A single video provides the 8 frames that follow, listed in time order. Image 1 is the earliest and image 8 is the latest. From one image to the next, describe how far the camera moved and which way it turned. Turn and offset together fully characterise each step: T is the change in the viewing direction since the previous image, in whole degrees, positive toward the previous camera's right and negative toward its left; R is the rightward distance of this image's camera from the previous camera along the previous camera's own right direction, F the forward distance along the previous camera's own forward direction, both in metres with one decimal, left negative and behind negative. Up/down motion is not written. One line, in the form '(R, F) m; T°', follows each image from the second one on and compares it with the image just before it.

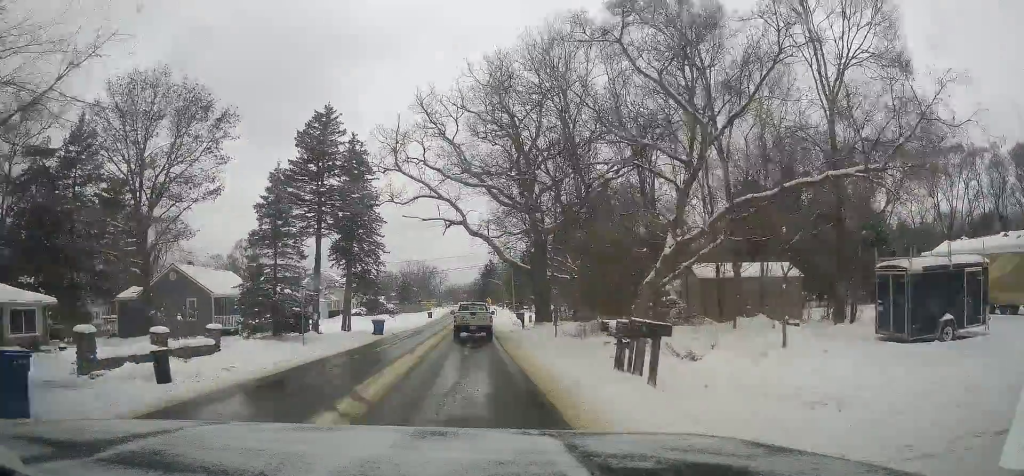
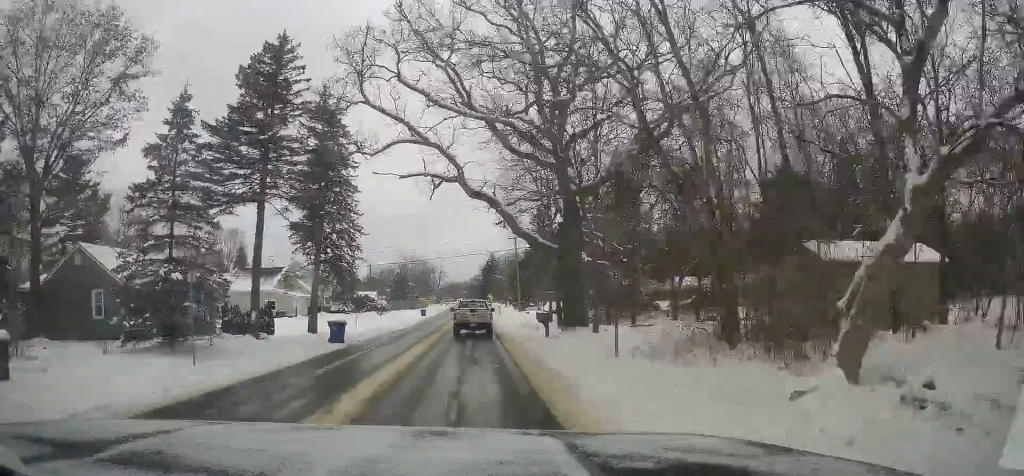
(0.0, +12.2) m; 0°
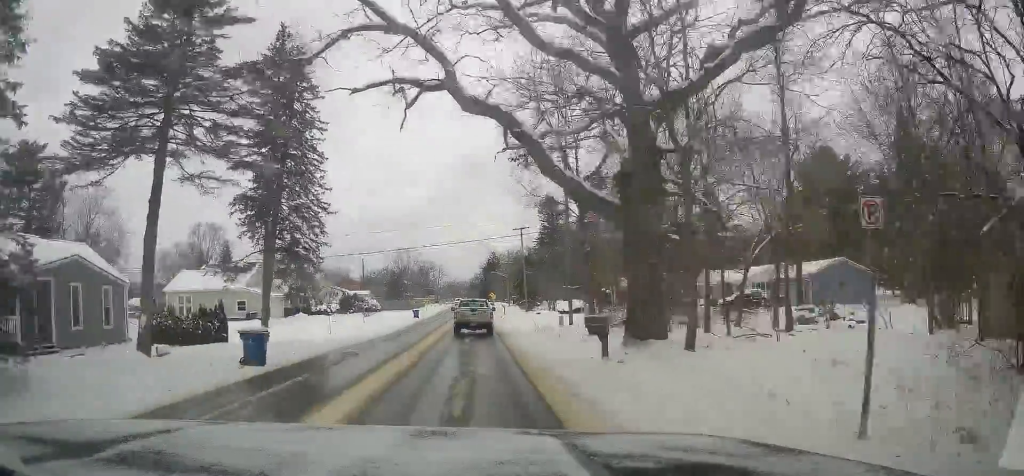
(0.0, +11.0) m; 0°
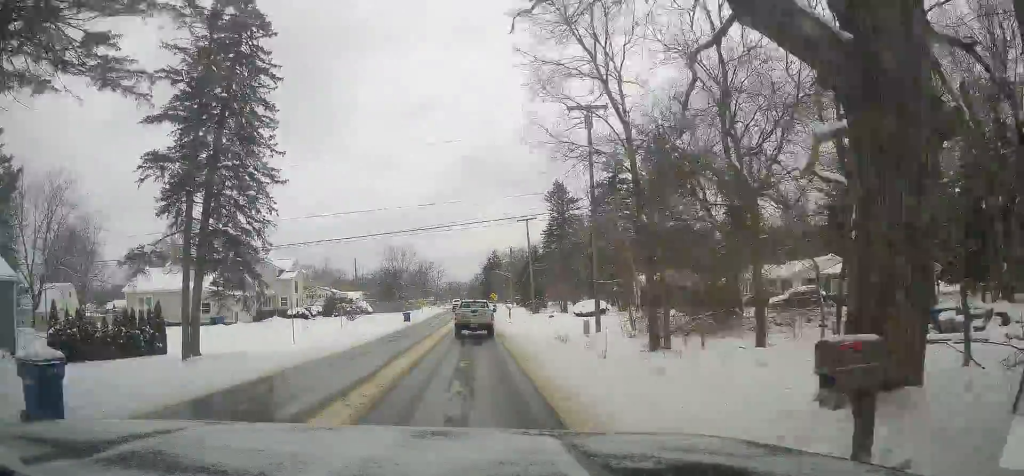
(0.0, +9.7) m; 0°
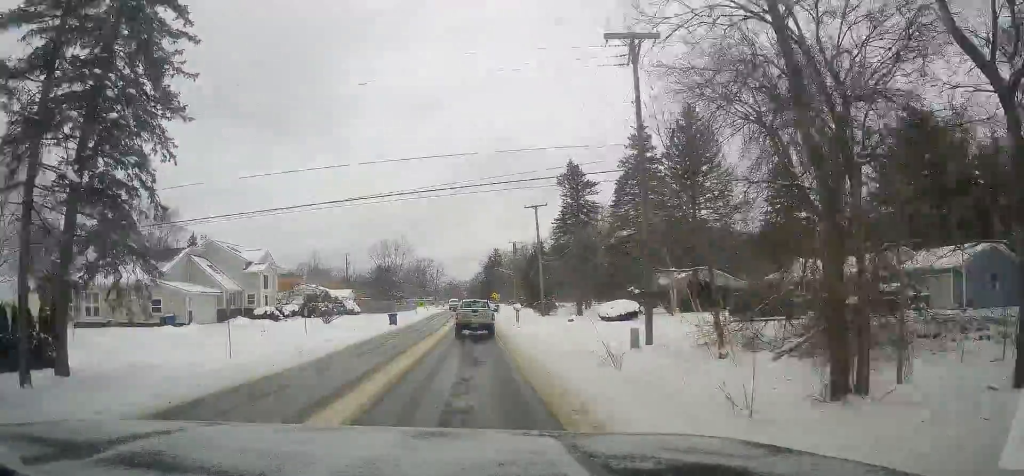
(+0.1, +10.1) m; -1°
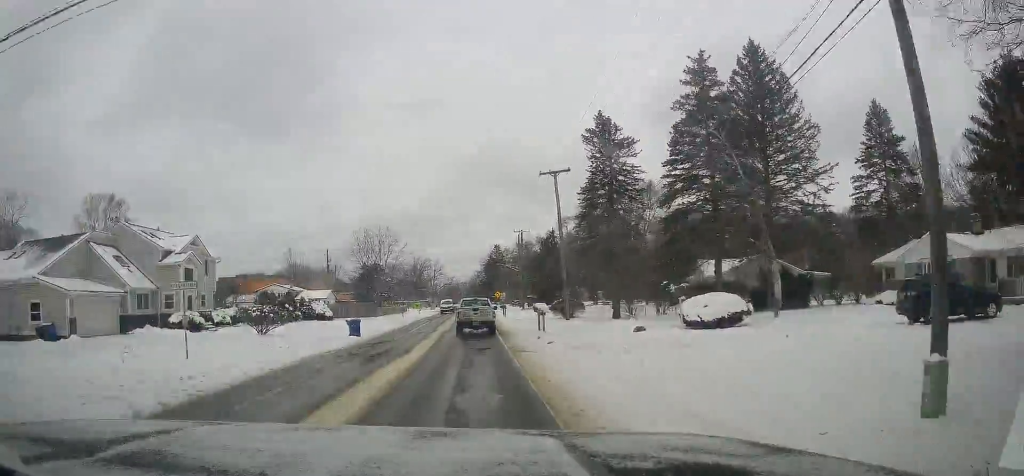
(-0.2, +16.3) m; +1°
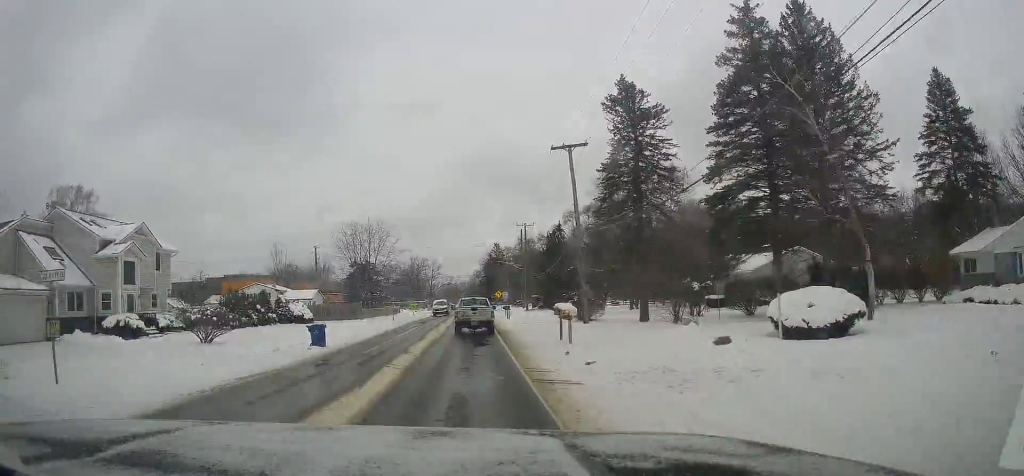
(-0.1, +7.9) m; +1°
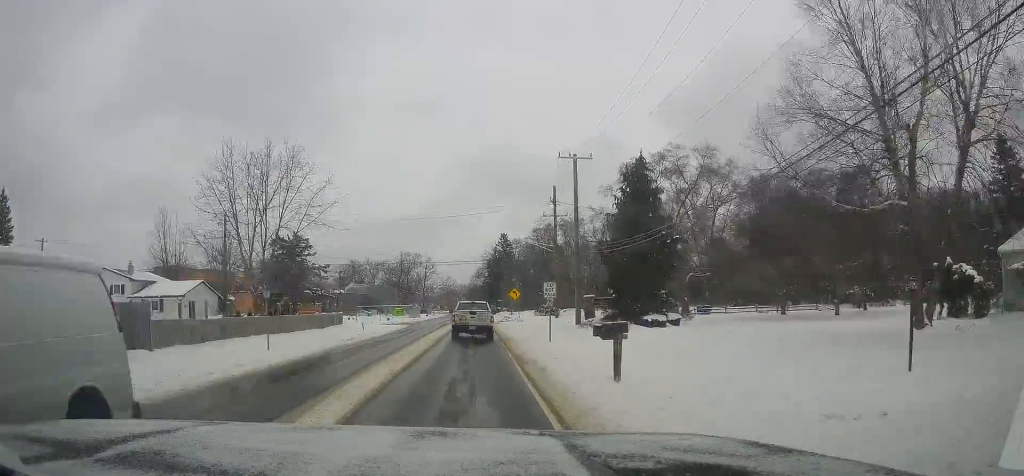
(0.0, +39.6) m; -2°
